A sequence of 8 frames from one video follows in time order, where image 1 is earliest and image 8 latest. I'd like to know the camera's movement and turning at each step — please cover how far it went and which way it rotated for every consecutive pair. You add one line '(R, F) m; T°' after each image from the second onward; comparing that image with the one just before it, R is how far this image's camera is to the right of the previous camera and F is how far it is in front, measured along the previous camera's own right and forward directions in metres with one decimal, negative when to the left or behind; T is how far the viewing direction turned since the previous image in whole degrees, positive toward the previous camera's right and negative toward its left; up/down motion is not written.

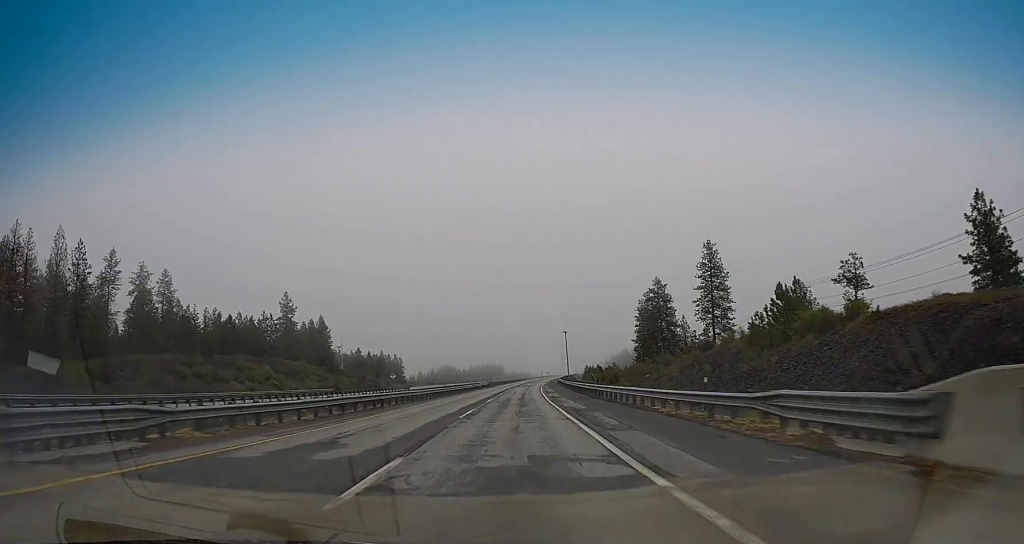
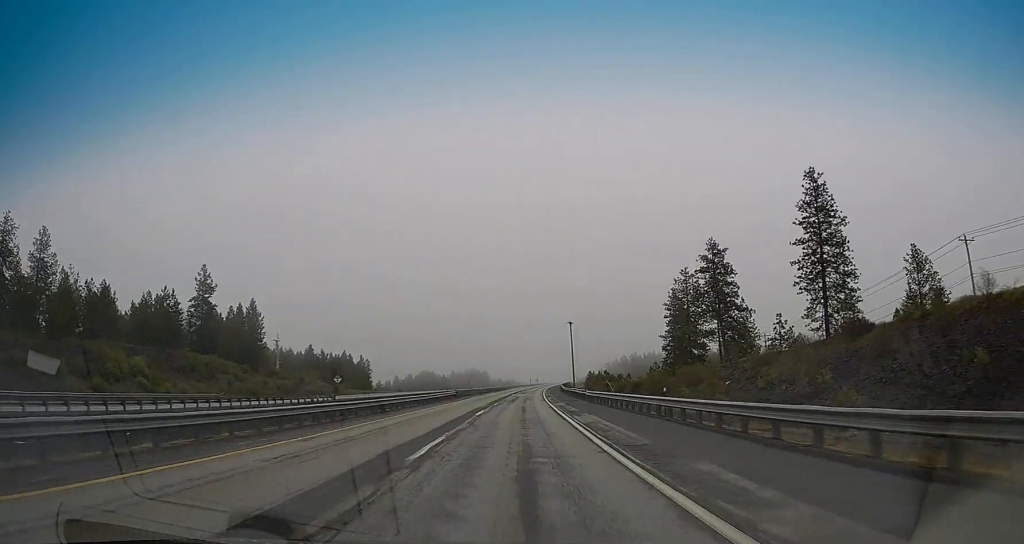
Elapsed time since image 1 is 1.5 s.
(+0.2, +42.7) m; +1°
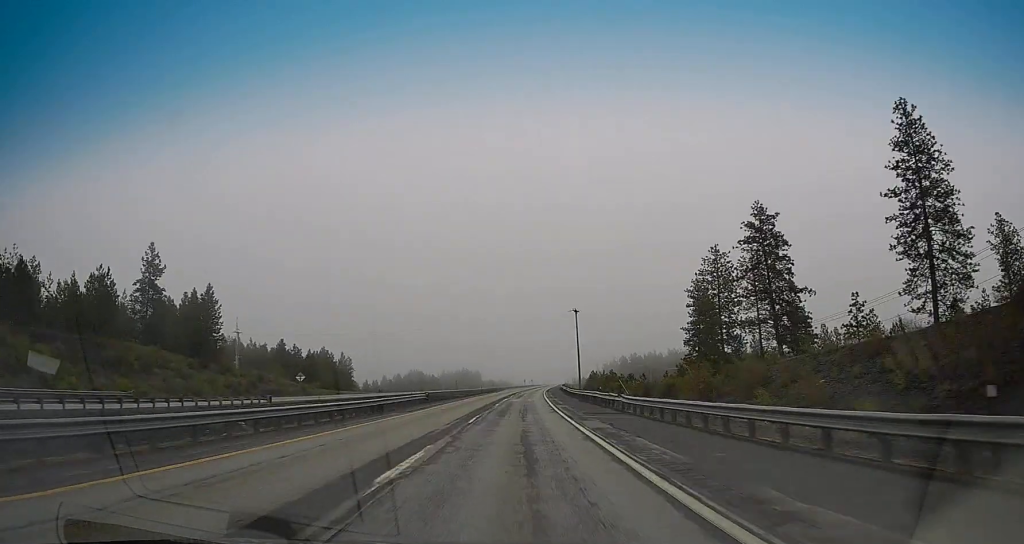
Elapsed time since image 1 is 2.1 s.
(+0.2, +19.4) m; 0°
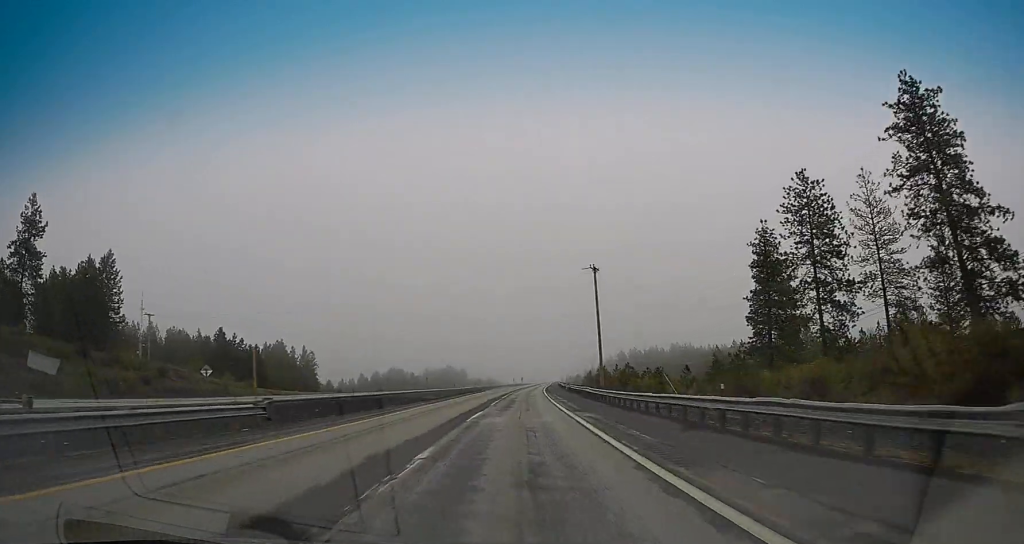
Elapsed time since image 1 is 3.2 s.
(-0.1, +32.0) m; +1°
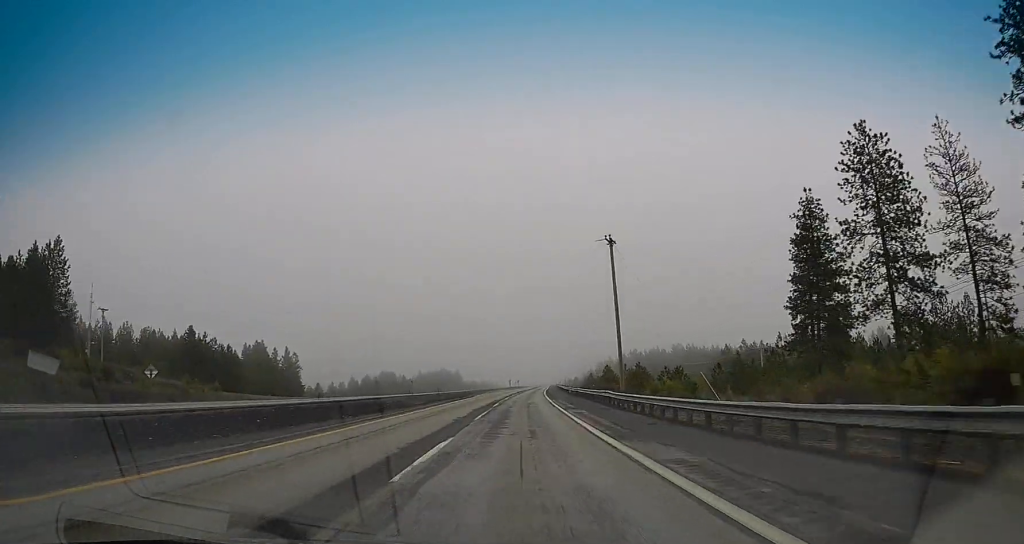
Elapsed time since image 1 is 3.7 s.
(+0.1, +12.6) m; +1°
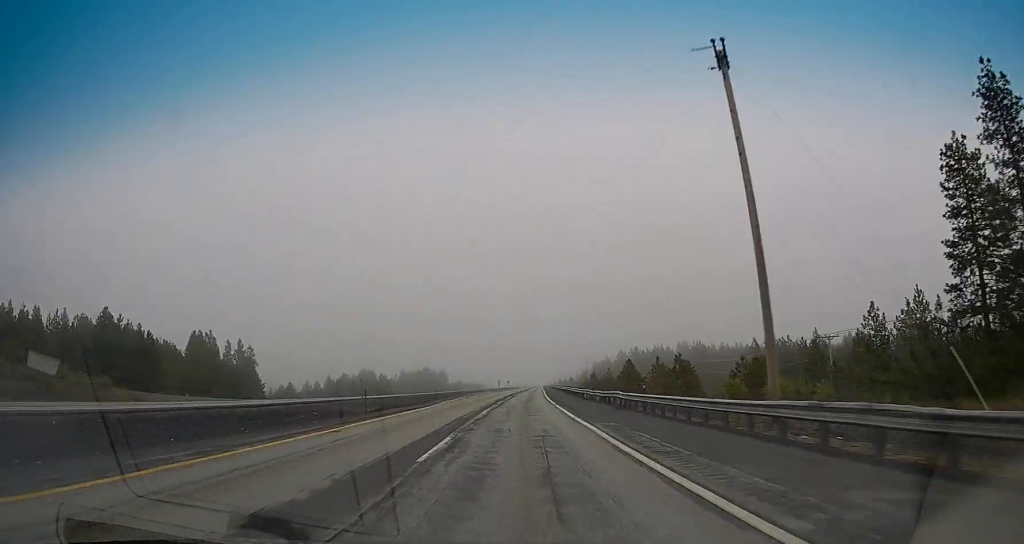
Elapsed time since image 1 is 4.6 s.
(+0.6, +28.2) m; 0°
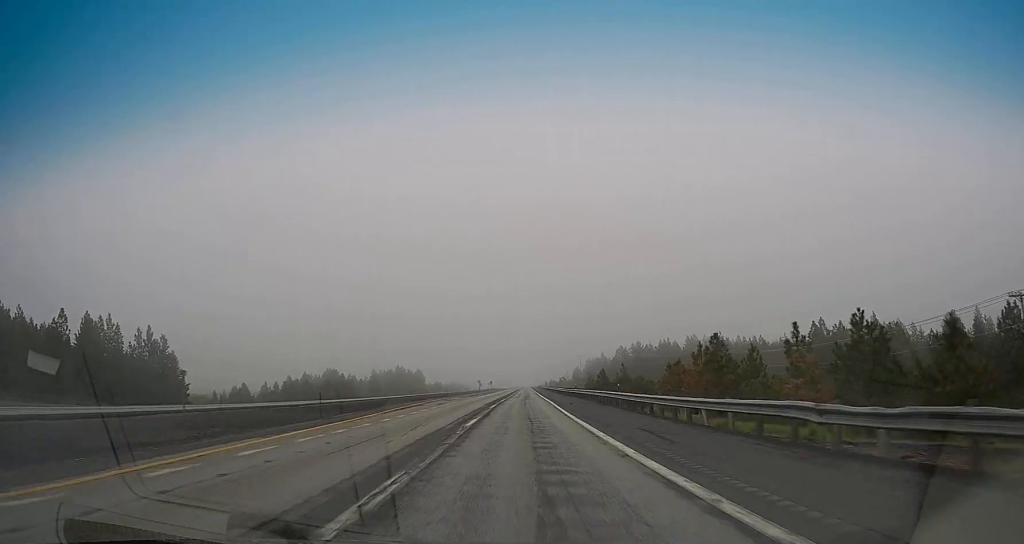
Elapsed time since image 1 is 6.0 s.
(-0.6, +38.8) m; 0°
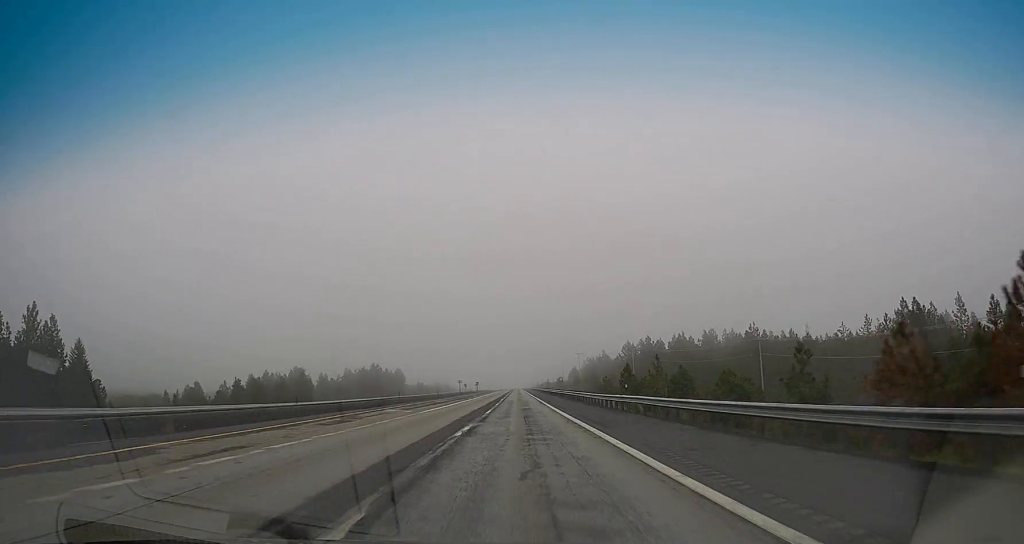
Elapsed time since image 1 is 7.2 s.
(+1.3, +34.9) m; +2°
